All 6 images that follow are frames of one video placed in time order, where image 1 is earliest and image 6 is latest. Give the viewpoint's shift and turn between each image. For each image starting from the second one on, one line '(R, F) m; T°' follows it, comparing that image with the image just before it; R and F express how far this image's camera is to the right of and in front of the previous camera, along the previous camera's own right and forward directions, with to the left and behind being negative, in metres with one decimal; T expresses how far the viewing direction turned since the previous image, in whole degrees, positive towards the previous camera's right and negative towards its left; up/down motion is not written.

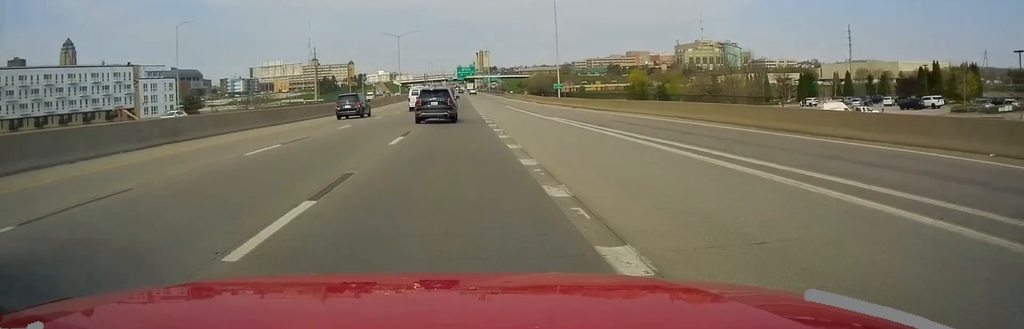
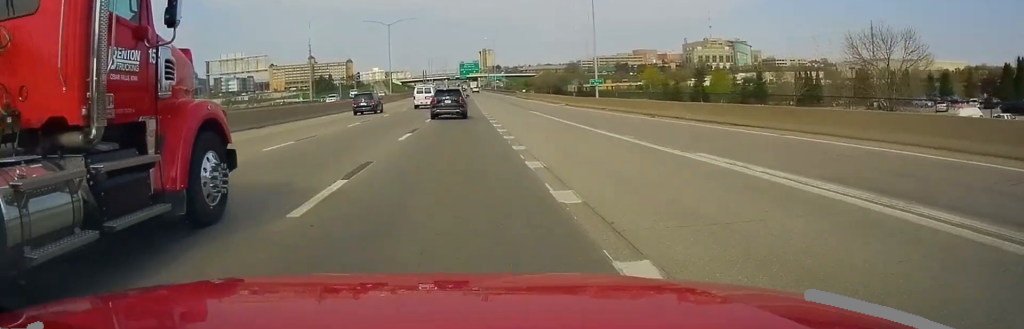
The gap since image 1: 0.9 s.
(0.0, +22.4) m; -1°
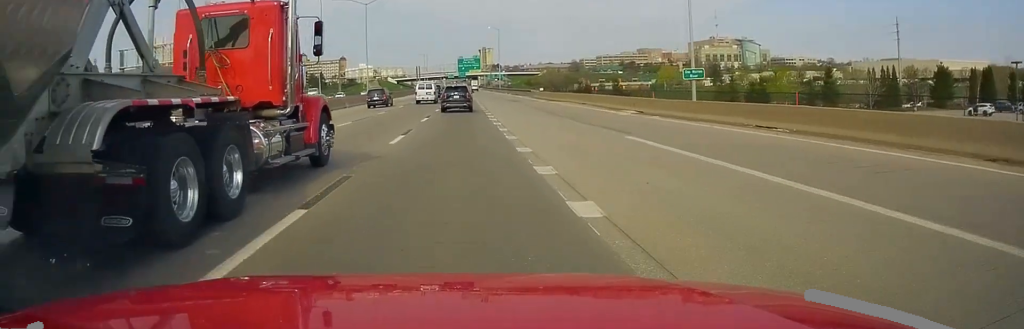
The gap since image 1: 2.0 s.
(-0.6, +26.2) m; 0°
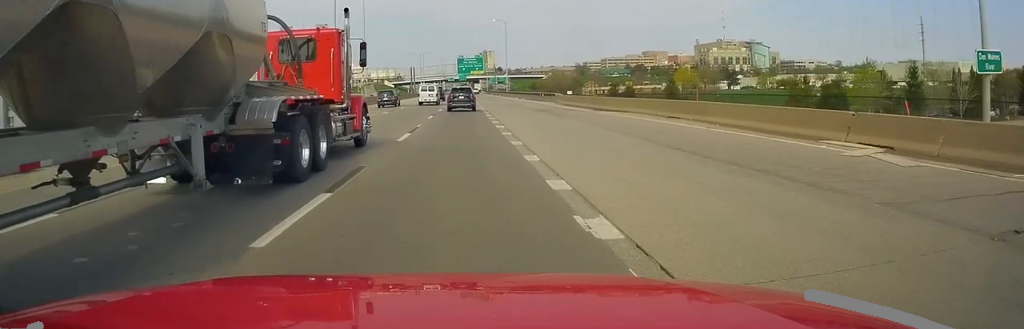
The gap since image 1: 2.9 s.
(+0.5, +22.5) m; 0°
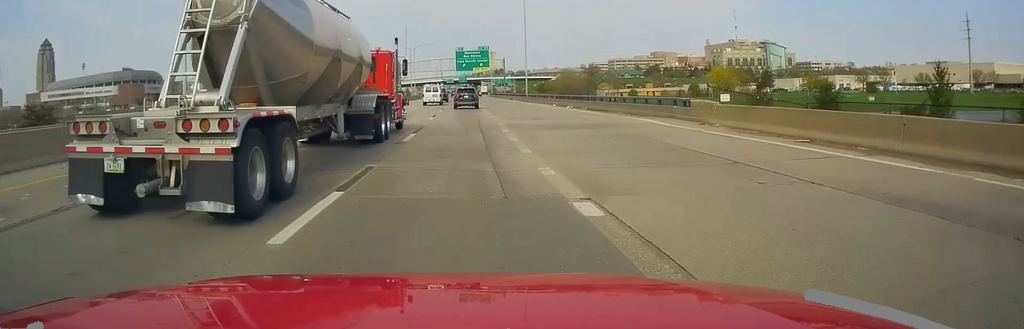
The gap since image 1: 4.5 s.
(-0.3, +38.5) m; +1°
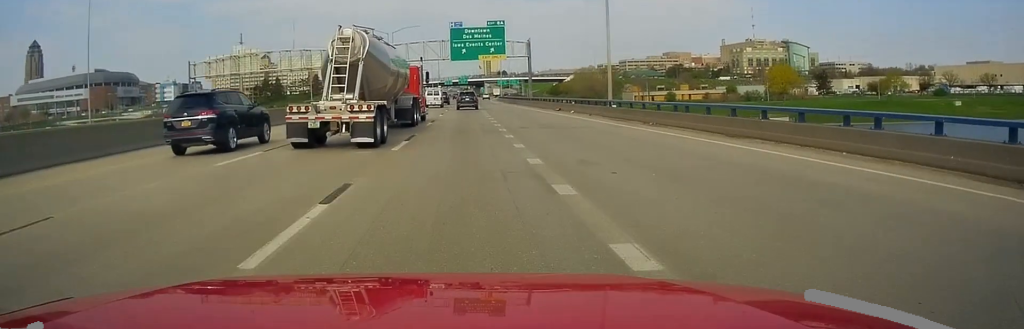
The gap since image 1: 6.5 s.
(+0.1, +50.1) m; -1°
